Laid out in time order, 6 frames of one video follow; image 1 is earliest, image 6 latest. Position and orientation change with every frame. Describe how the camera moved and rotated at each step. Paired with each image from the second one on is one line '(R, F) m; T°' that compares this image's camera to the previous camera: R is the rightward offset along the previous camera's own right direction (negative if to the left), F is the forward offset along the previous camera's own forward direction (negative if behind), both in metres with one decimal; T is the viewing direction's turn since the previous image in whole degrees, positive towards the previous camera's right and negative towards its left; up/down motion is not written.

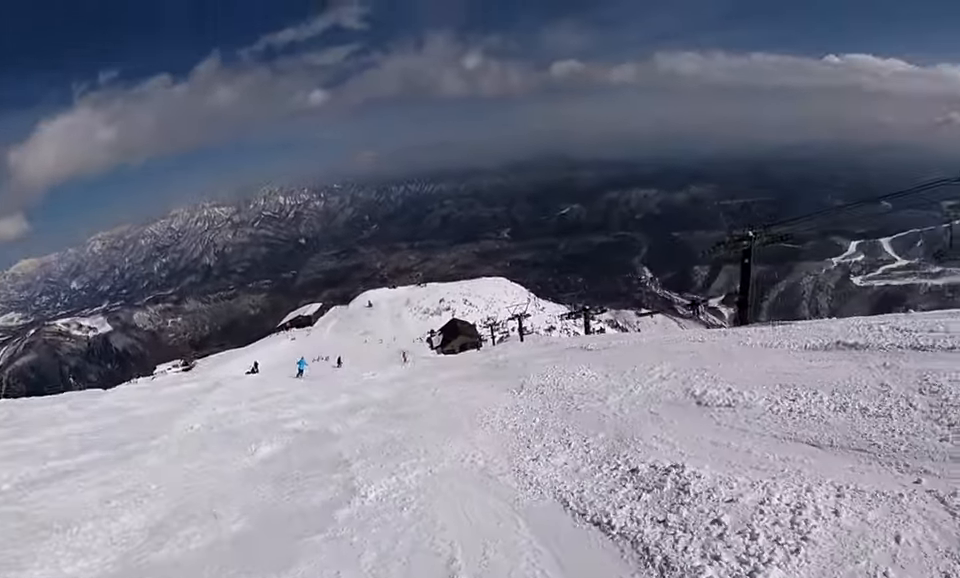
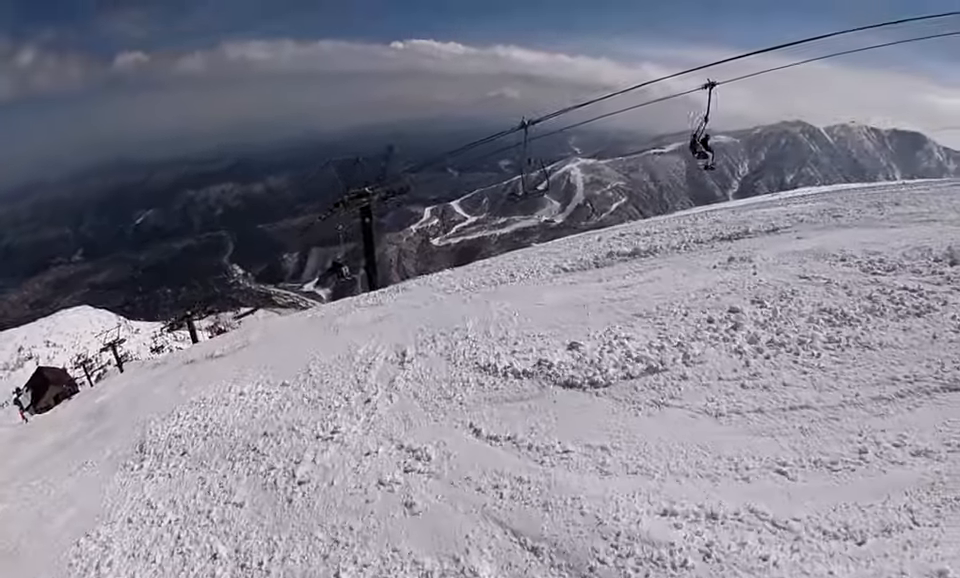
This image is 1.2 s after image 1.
(+0.4, +4.7) m; +14°
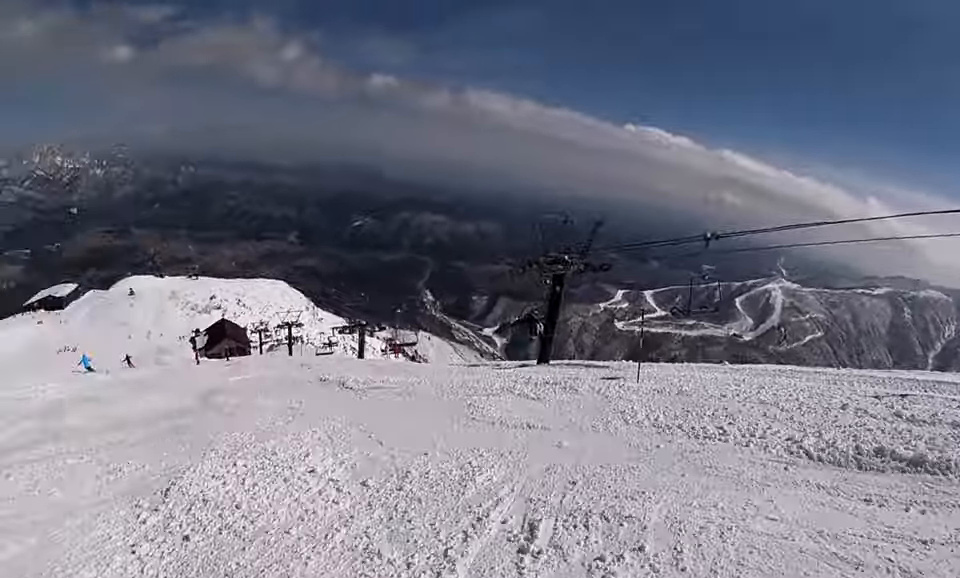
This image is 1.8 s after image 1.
(+0.4, +2.3) m; -12°
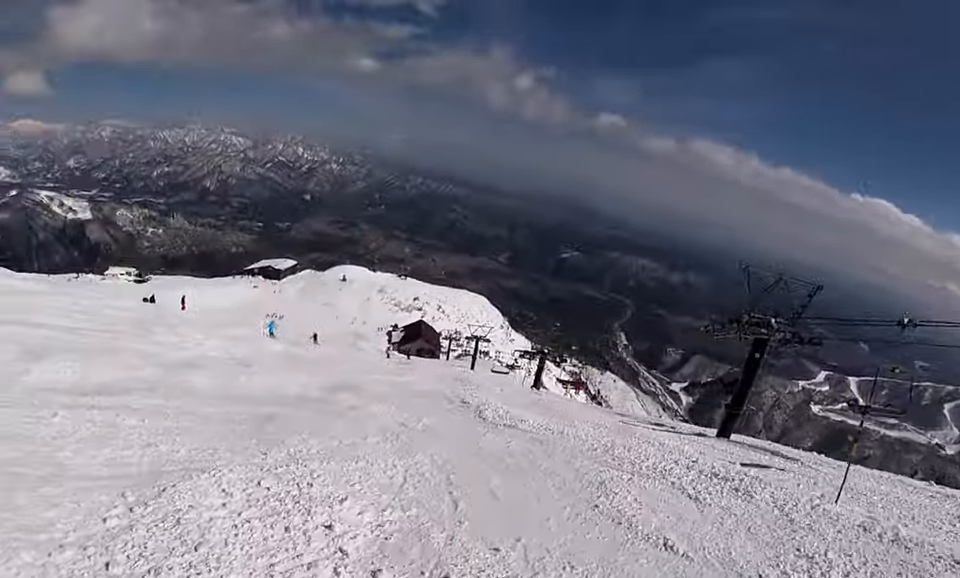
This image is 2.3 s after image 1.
(+0.9, +1.6) m; -13°
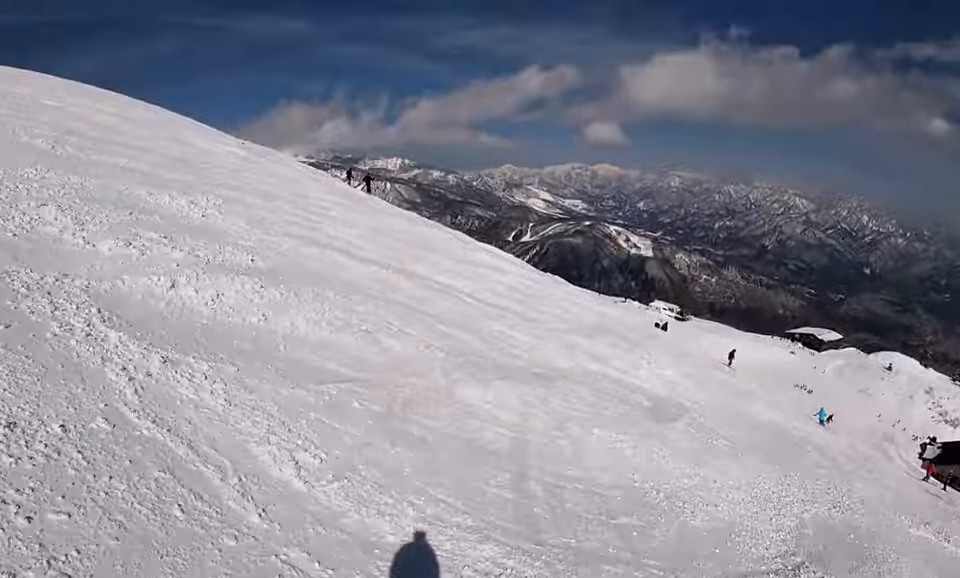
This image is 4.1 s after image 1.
(-5.0, +5.8) m; -50°
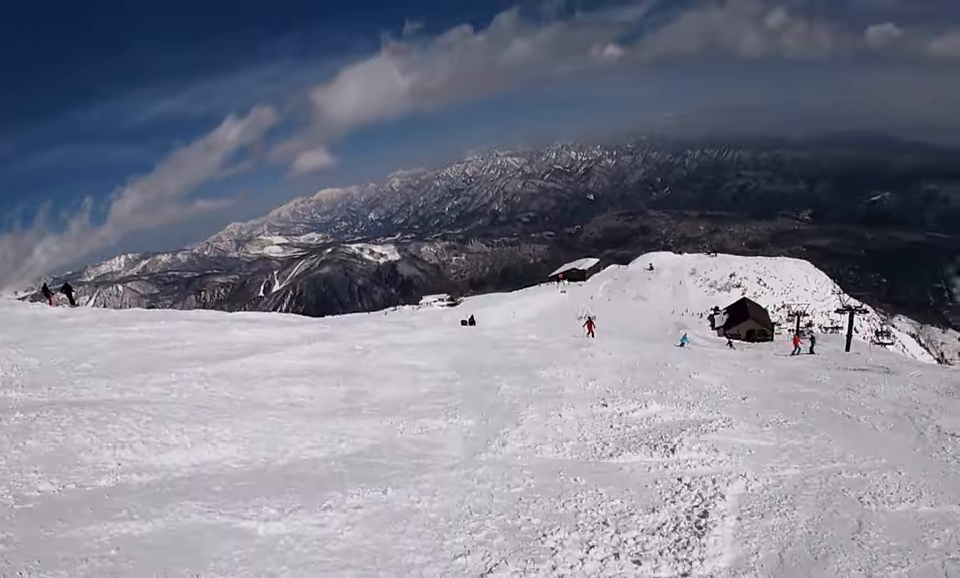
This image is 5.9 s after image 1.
(+1.1, +6.3) m; +51°
